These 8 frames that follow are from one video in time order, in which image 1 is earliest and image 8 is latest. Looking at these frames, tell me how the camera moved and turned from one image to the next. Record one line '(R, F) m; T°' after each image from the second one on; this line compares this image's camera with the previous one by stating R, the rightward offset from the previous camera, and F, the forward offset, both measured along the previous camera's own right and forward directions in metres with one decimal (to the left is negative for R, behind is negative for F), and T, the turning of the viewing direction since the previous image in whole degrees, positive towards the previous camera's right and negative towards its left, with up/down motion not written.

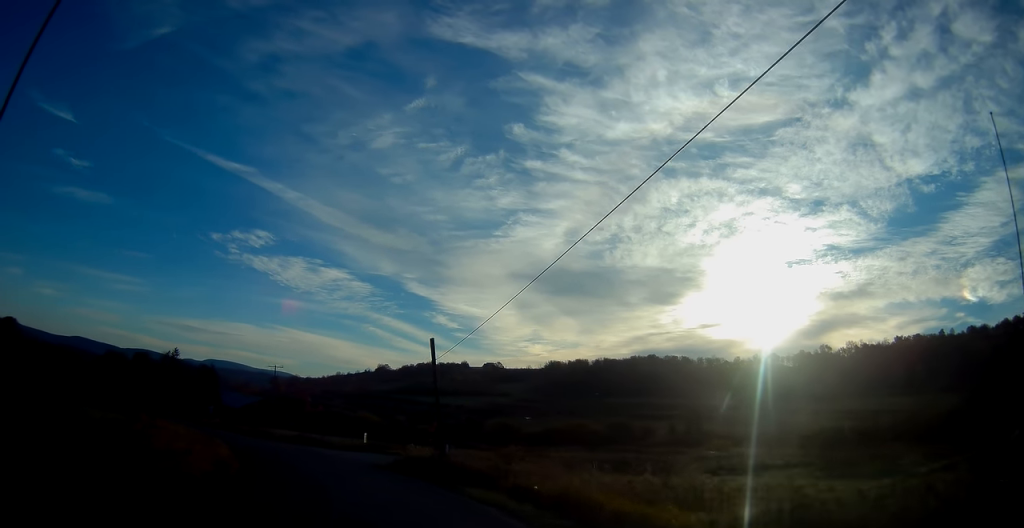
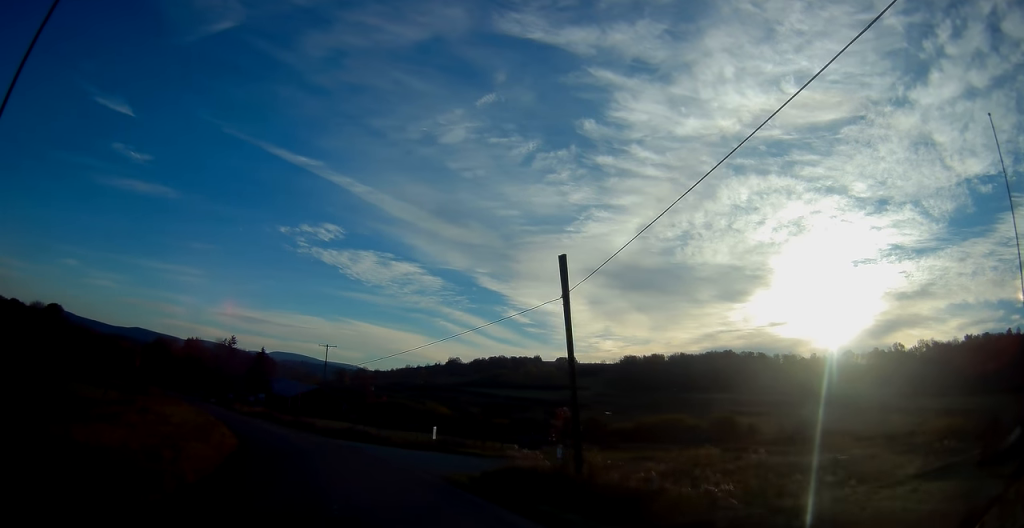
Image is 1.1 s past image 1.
(-0.6, +14.3) m; -6°
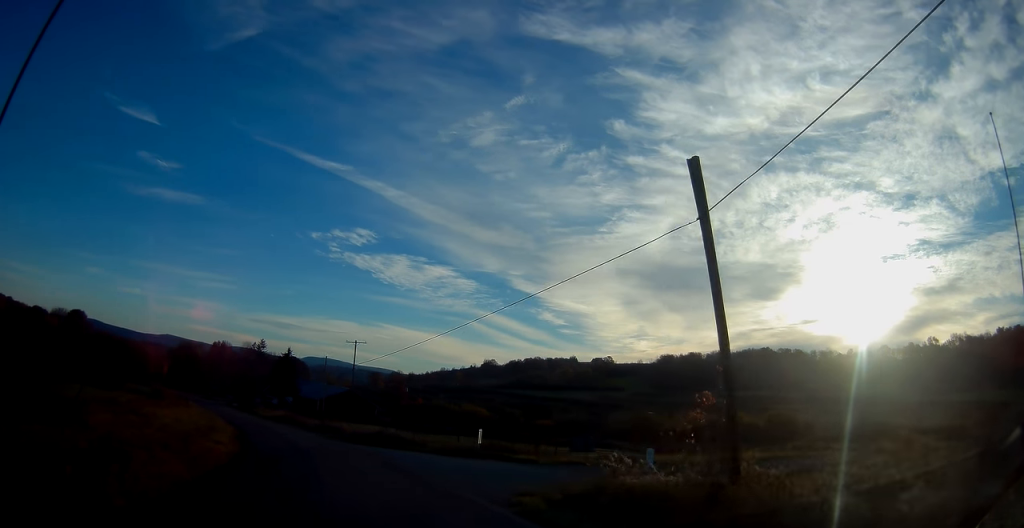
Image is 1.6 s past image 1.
(-0.2, +6.8) m; -4°
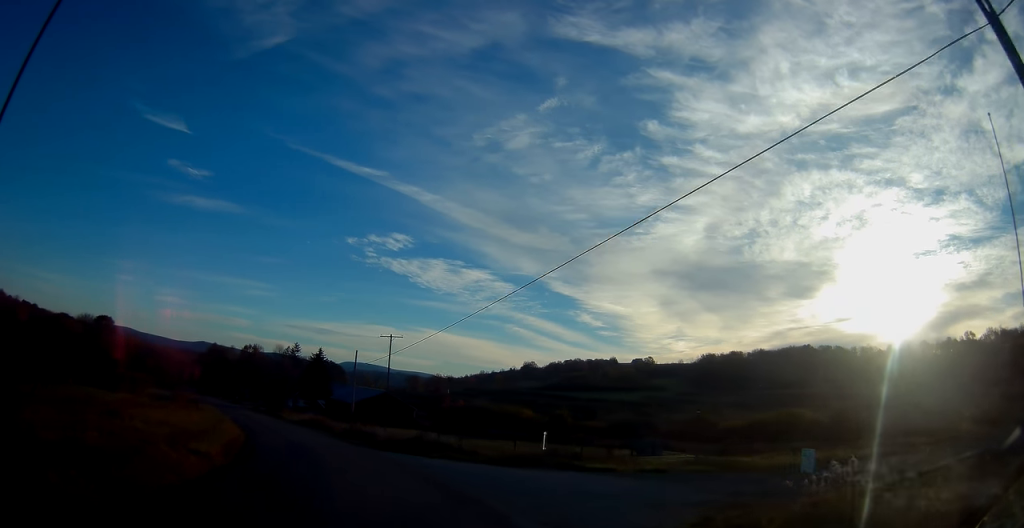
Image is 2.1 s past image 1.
(-0.2, +7.3) m; -4°
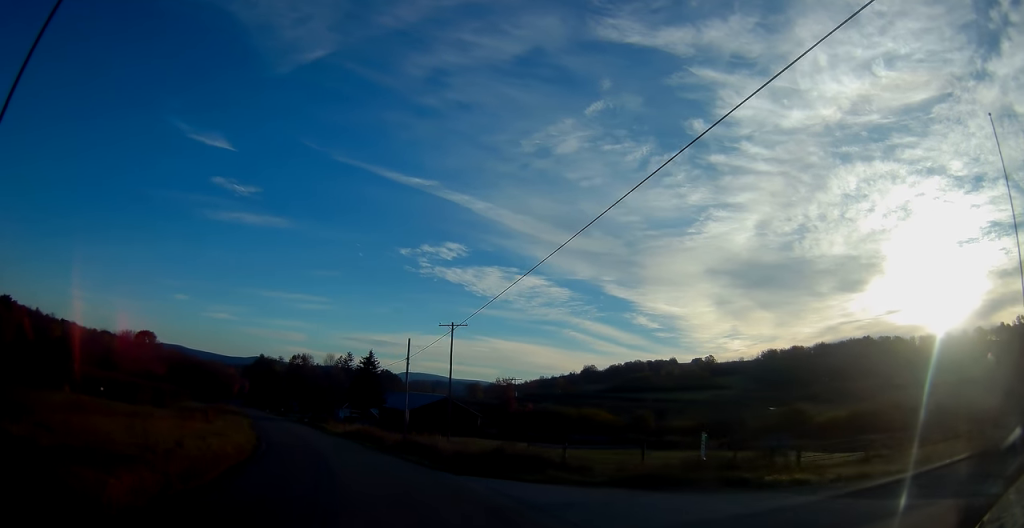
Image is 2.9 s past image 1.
(-0.8, +11.1) m; -5°
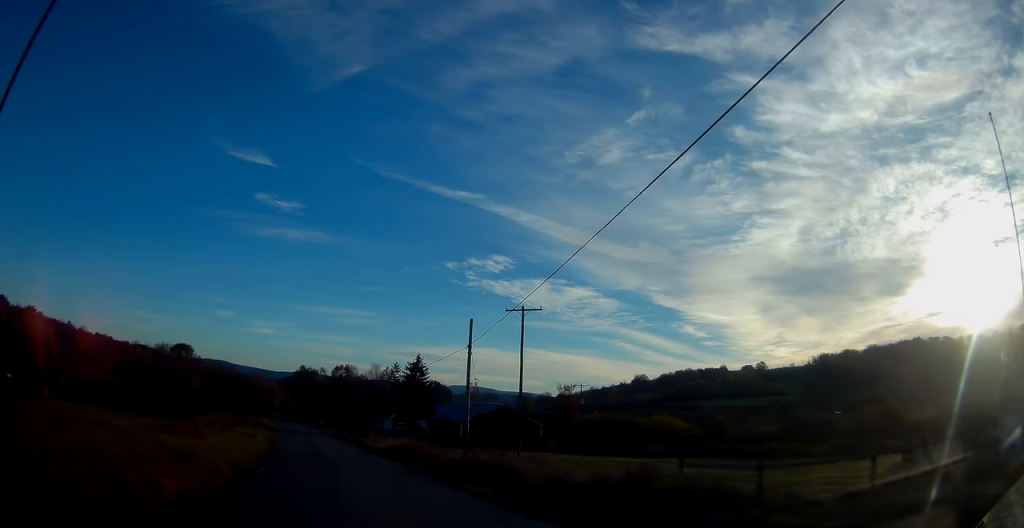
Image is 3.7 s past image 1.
(-0.4, +10.7) m; -4°
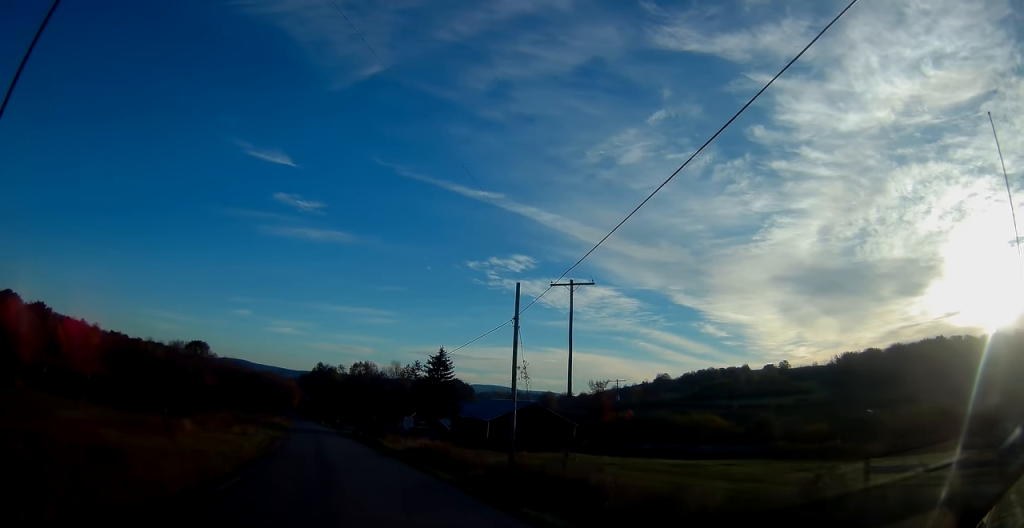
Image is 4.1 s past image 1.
(+0.1, +6.6) m; -2°
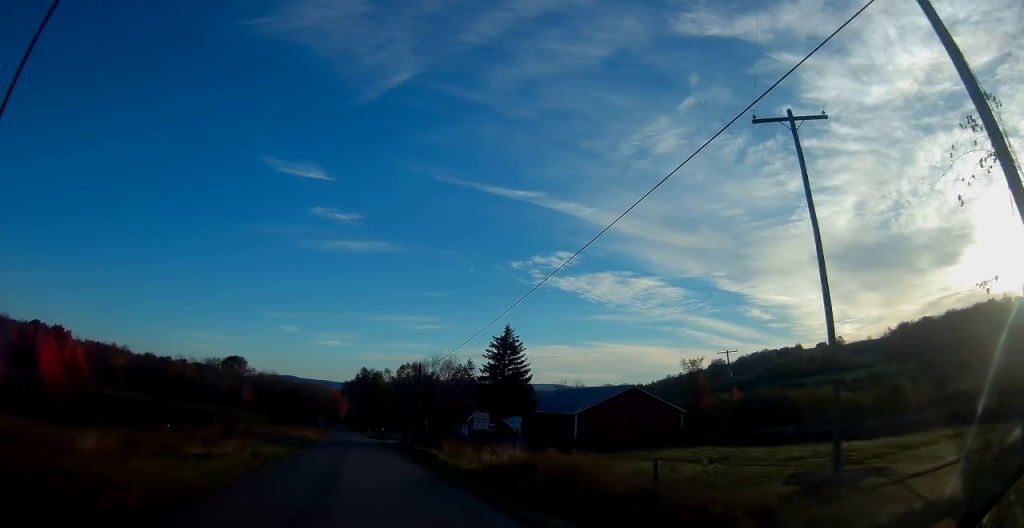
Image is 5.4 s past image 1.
(-1.1, +17.4) m; -4°
